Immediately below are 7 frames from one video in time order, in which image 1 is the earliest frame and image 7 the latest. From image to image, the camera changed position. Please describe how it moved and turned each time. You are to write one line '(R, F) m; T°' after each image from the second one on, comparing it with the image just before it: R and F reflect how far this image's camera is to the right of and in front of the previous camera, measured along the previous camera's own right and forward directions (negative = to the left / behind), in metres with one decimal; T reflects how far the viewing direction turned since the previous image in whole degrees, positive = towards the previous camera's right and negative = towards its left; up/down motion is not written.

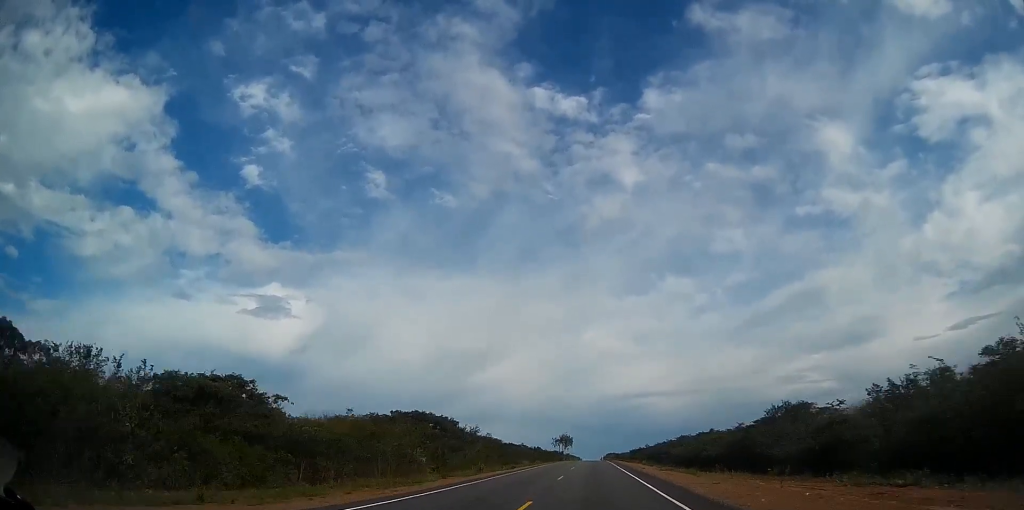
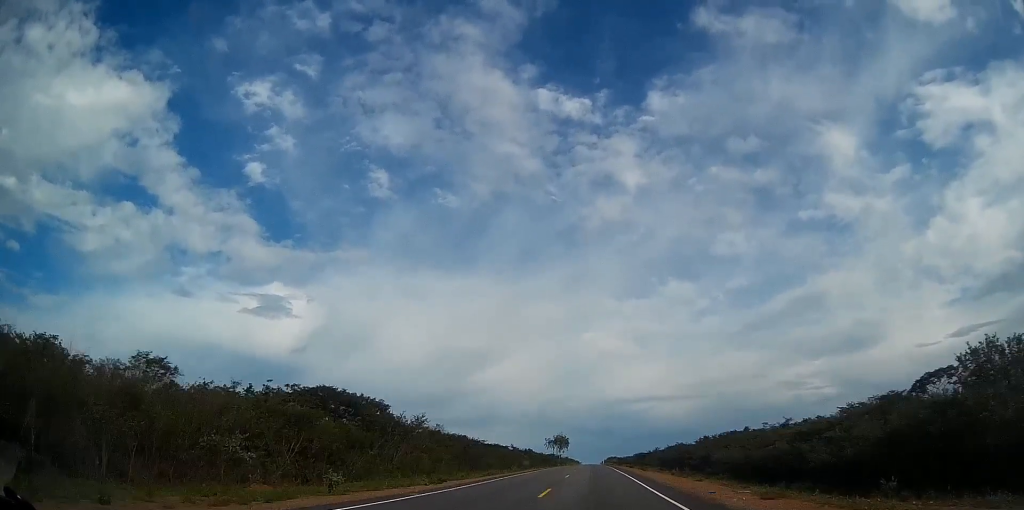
(+0.3, +25.5) m; 0°
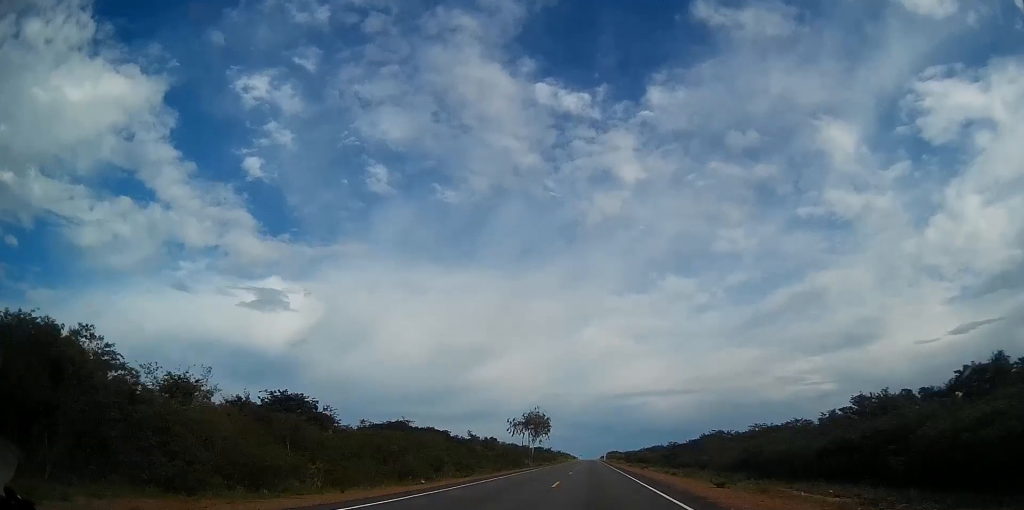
(-0.3, +57.9) m; 0°
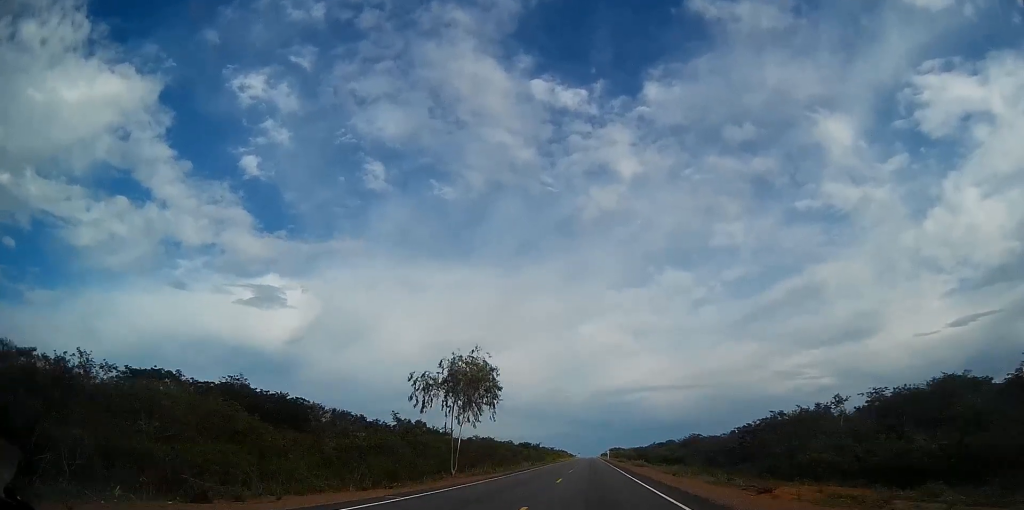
(+0.4, +45.8) m; 0°
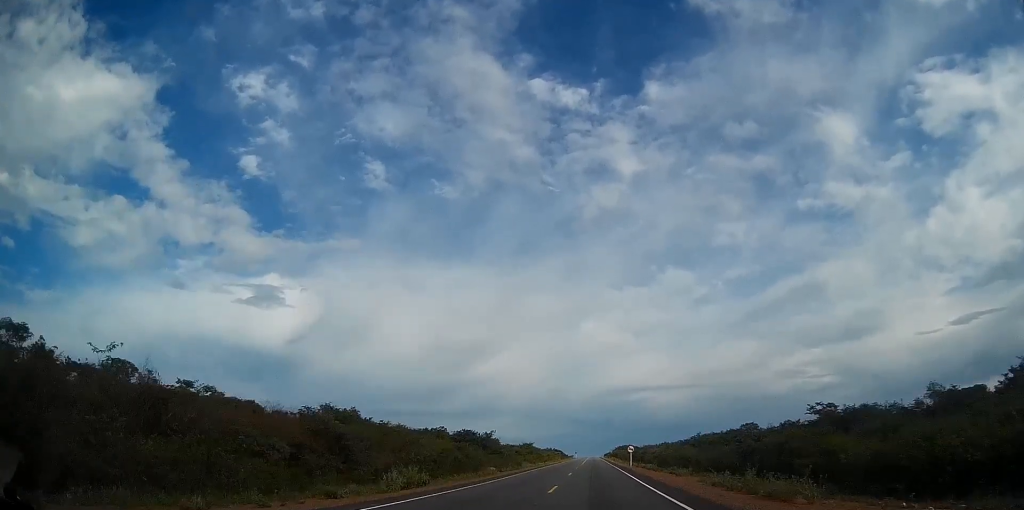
(-0.2, +82.6) m; 0°
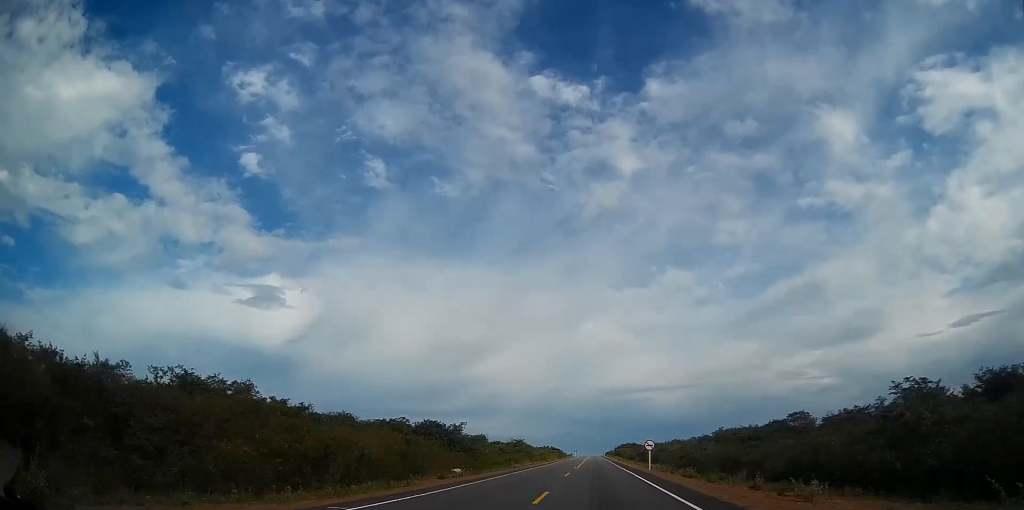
(+0.1, +22.0) m; 0°
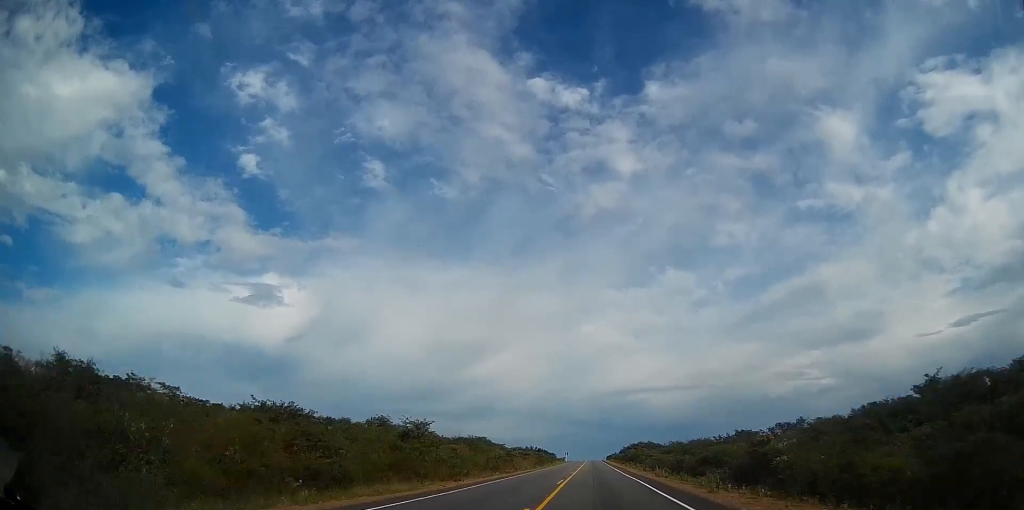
(-0.5, +67.5) m; 0°
